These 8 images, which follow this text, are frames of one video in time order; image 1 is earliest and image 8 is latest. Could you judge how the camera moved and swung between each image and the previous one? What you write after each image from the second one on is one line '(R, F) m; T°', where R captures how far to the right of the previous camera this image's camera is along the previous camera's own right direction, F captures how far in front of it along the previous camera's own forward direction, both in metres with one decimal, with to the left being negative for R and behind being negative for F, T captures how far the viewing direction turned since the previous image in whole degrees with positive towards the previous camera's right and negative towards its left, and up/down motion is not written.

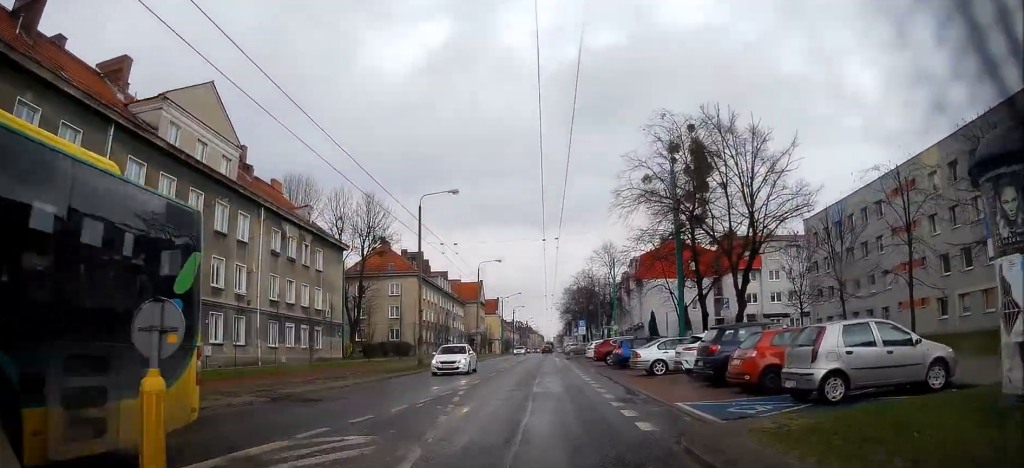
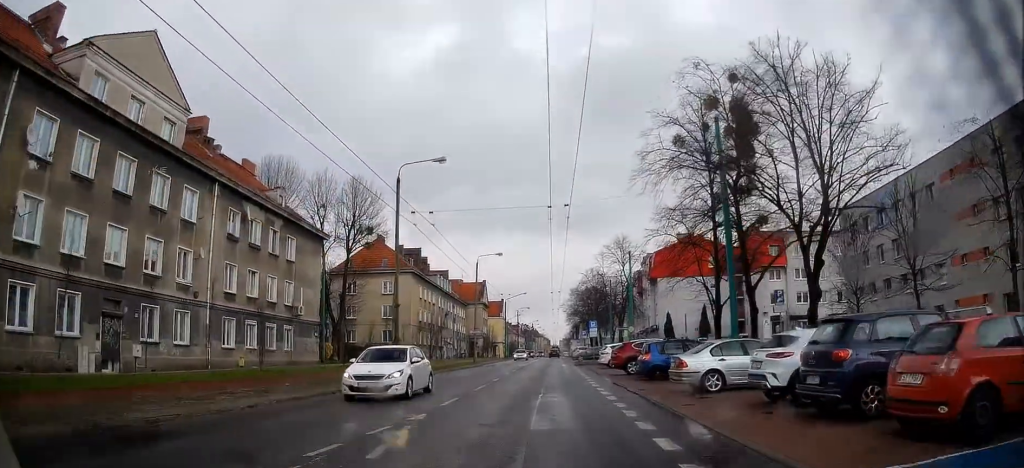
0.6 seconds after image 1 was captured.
(+0.1, +7.2) m; -1°
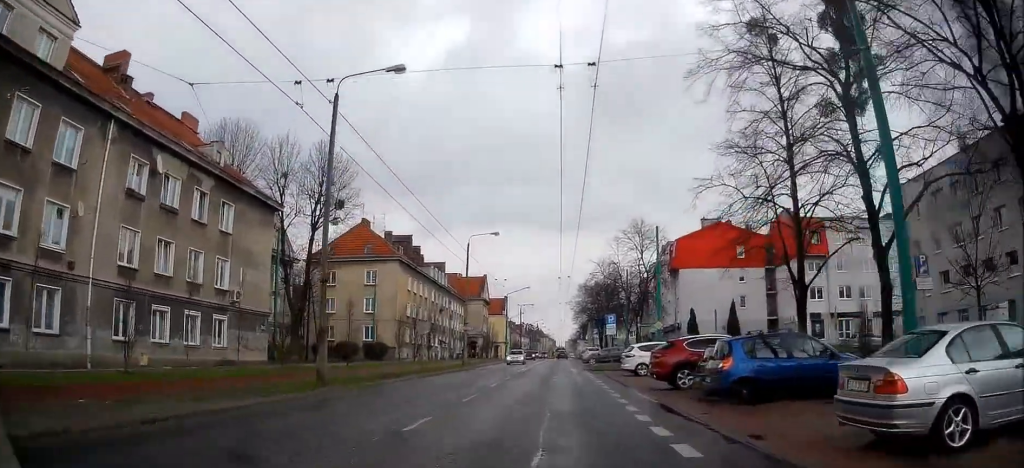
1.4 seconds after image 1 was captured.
(-0.3, +10.4) m; -4°
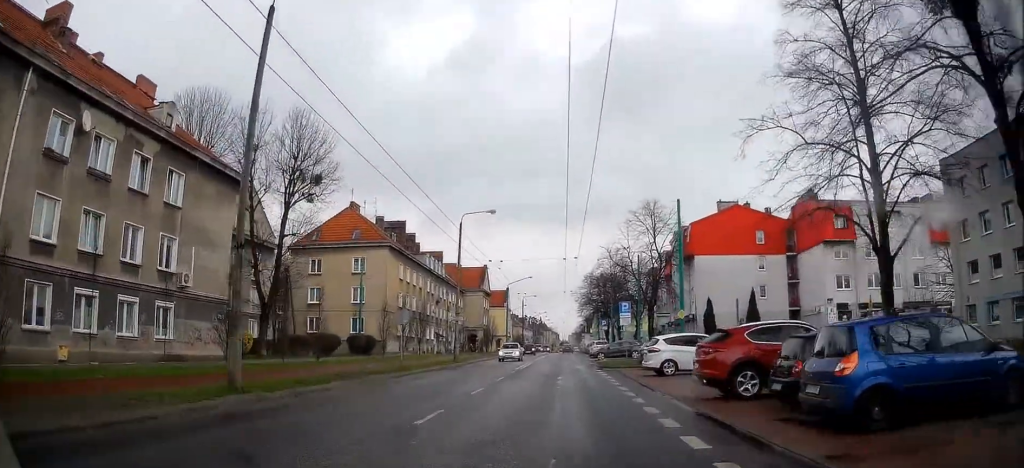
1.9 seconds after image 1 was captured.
(-0.2, +5.8) m; 0°
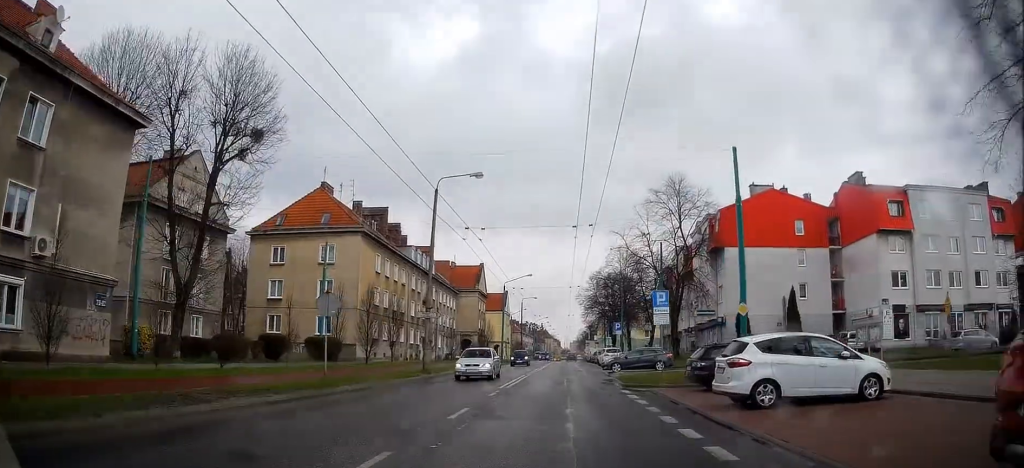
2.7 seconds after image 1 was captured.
(-0.2, +10.4) m; 0°
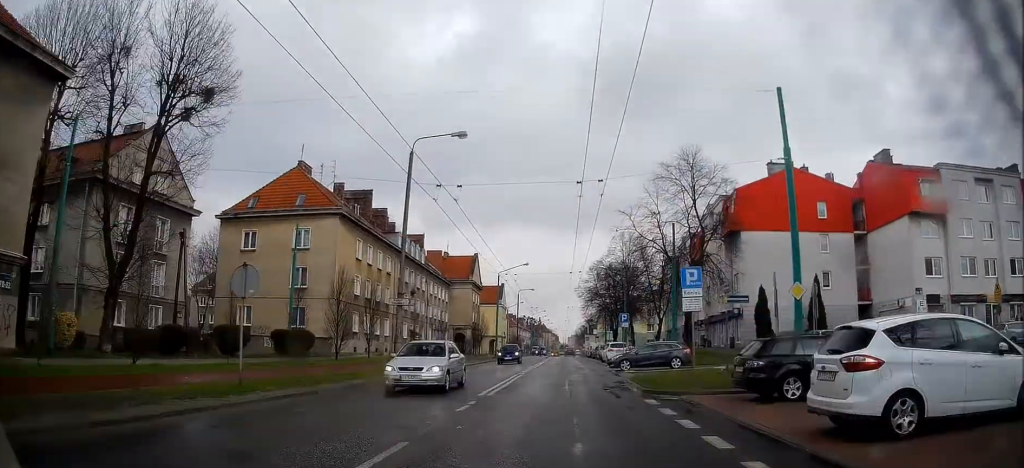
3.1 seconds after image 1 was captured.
(+0.2, +5.5) m; +1°
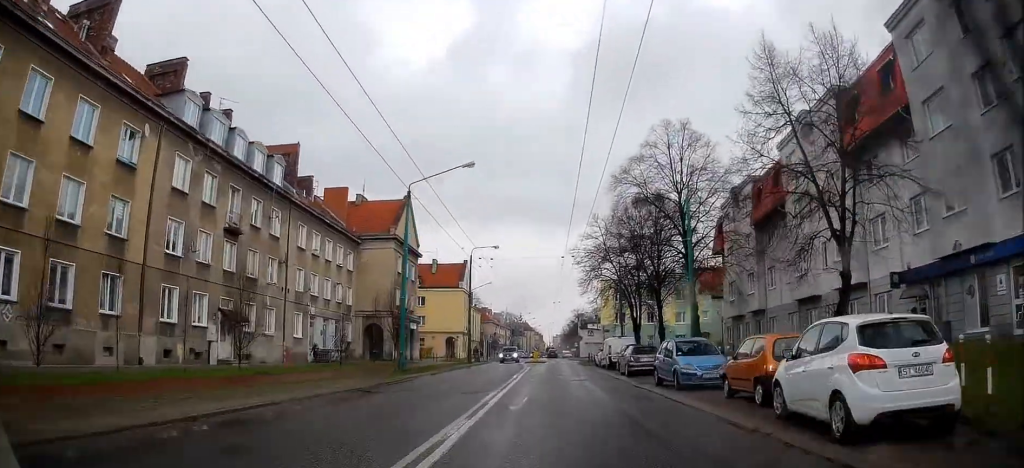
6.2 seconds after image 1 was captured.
(+1.1, +39.8) m; 0°
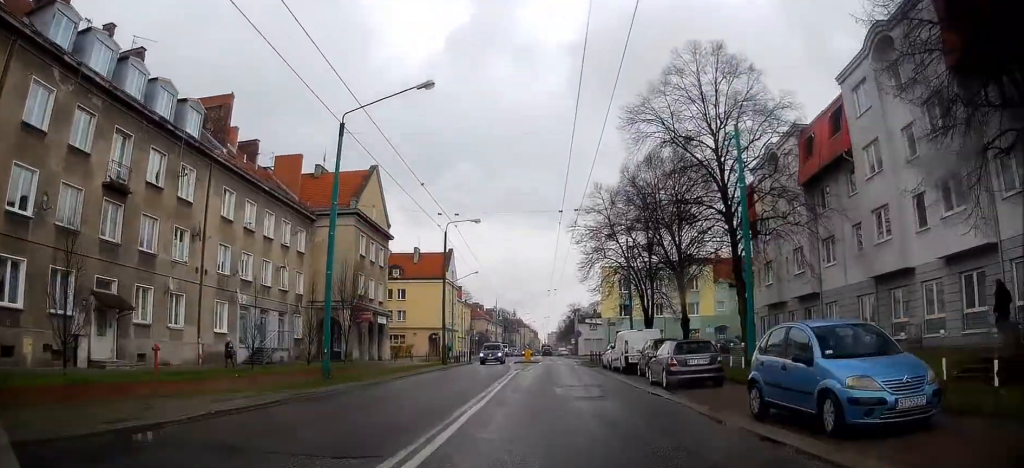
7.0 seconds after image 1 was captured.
(-0.1, +10.4) m; -1°
